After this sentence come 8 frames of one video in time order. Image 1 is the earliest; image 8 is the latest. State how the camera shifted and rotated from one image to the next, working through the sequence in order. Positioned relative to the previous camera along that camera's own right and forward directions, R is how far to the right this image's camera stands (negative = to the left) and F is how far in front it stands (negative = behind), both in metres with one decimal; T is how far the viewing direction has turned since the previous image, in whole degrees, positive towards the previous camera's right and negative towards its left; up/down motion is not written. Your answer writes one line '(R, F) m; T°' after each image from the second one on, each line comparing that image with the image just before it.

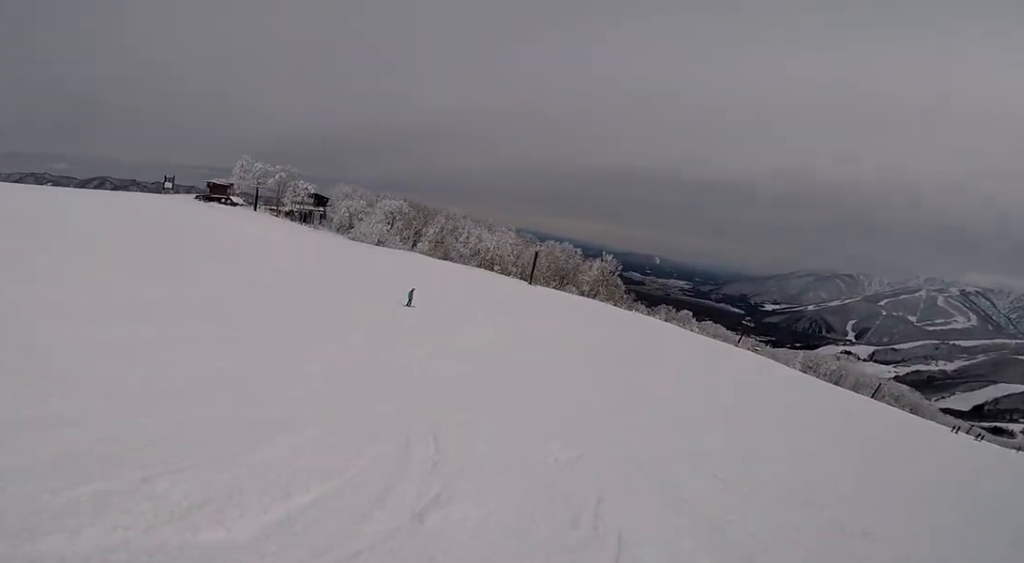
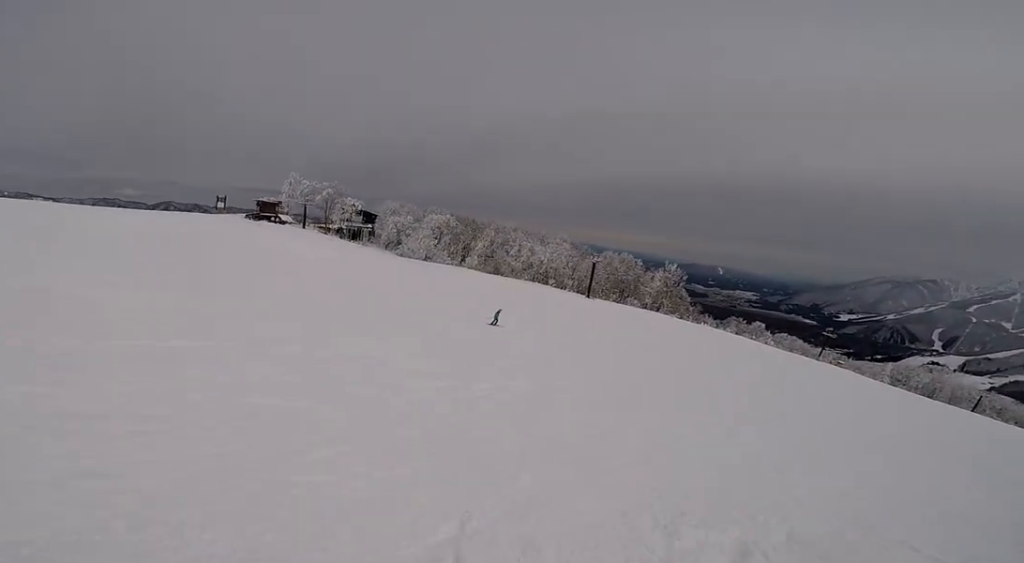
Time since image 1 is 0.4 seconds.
(-0.1, +3.2) m; -1°
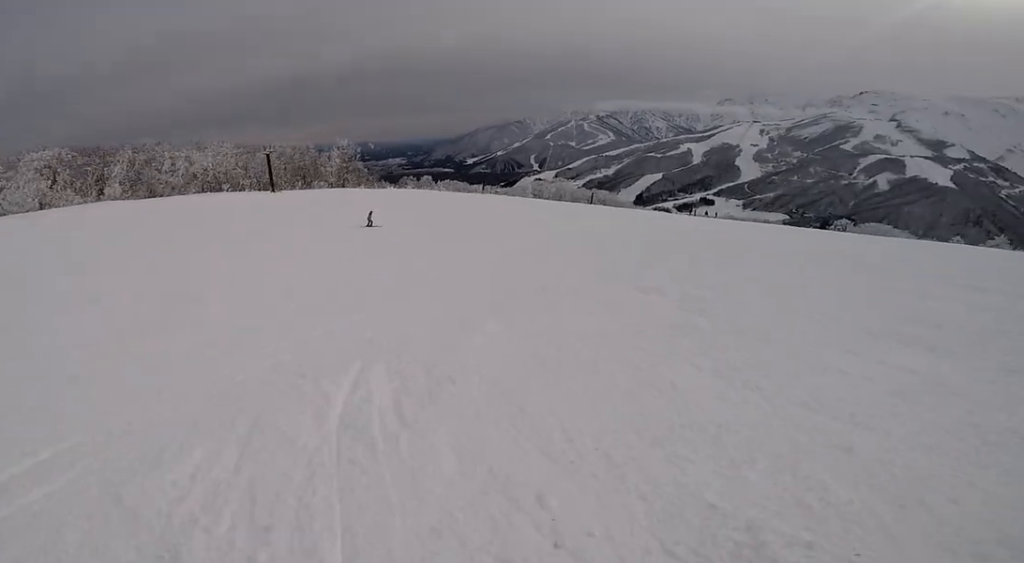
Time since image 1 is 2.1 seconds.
(+1.5, +11.5) m; +16°
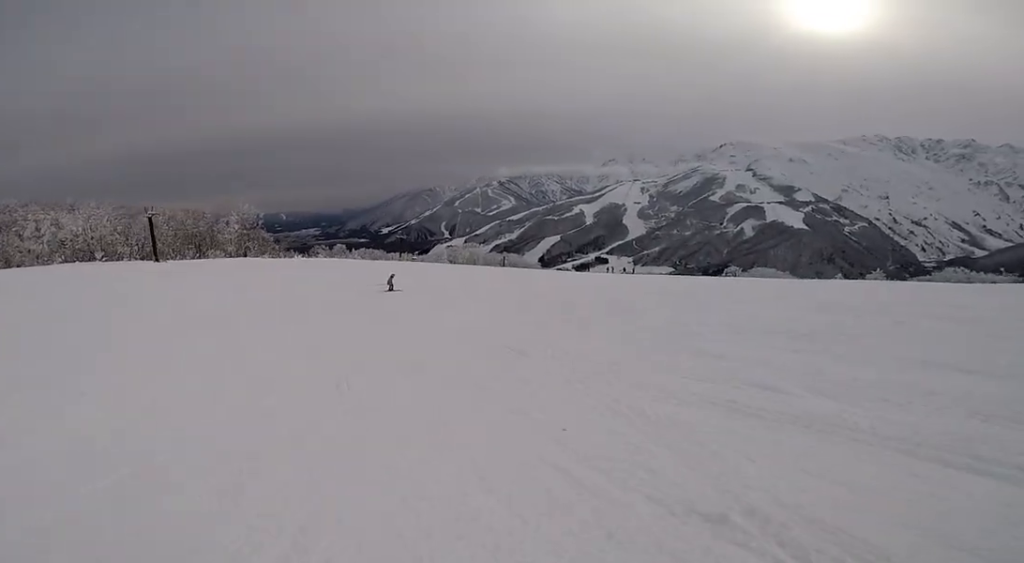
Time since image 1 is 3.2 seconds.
(+0.6, +8.8) m; -1°
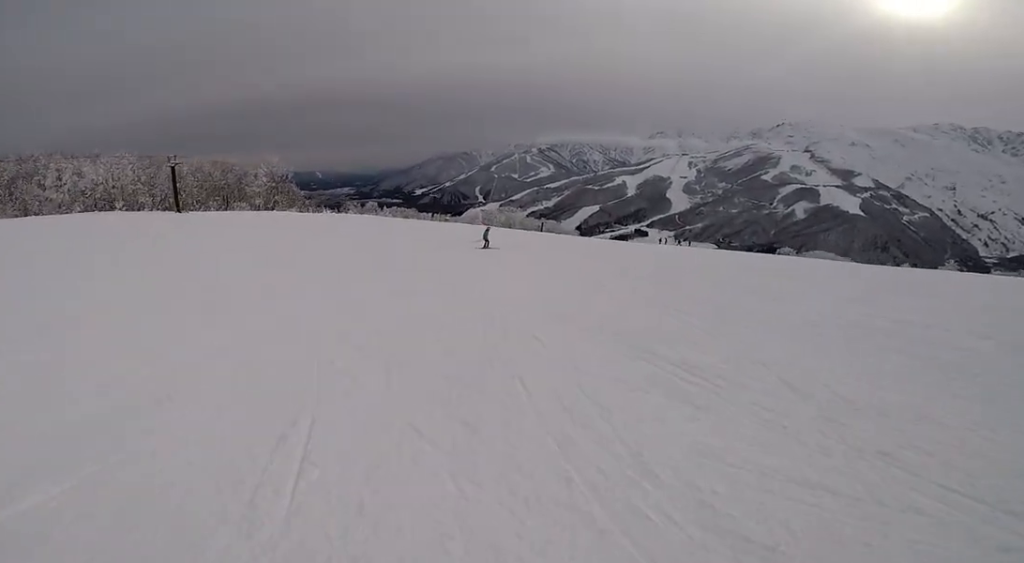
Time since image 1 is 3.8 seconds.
(-0.1, +4.8) m; -1°
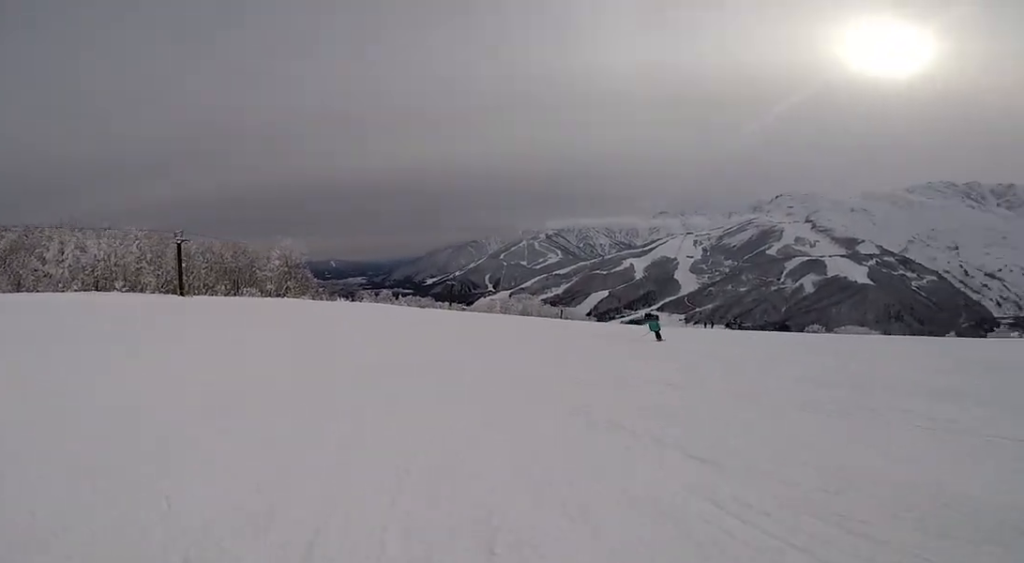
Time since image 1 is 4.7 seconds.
(-0.5, +7.7) m; +9°
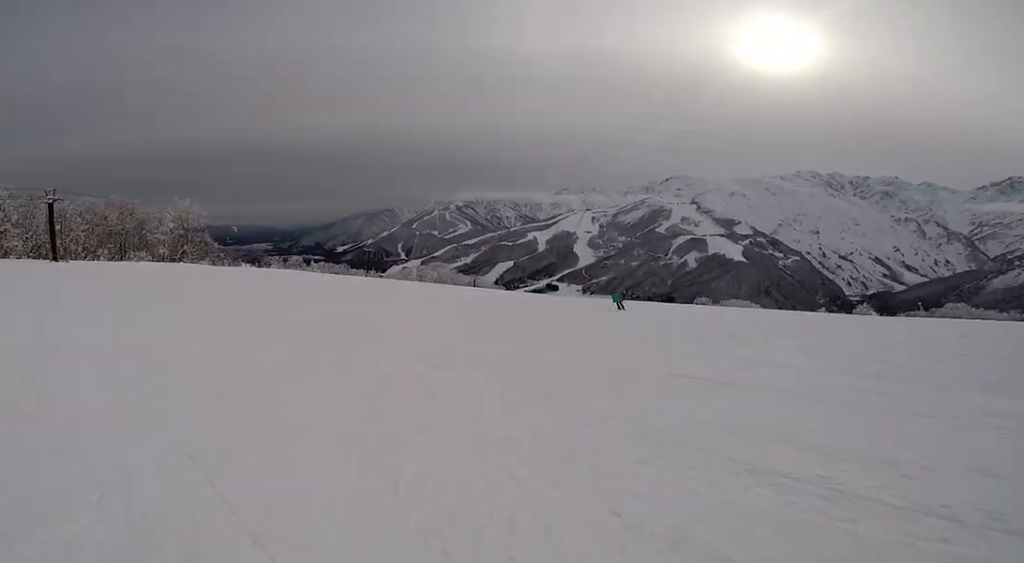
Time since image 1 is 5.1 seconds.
(+0.8, +3.7) m; +8°
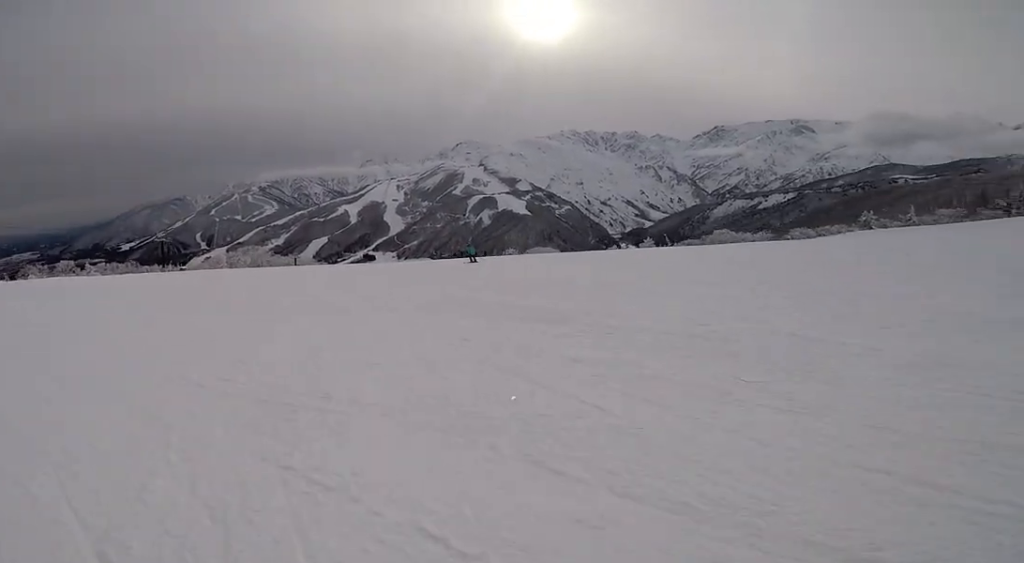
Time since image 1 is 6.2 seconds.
(+1.2, +8.7) m; +9°
